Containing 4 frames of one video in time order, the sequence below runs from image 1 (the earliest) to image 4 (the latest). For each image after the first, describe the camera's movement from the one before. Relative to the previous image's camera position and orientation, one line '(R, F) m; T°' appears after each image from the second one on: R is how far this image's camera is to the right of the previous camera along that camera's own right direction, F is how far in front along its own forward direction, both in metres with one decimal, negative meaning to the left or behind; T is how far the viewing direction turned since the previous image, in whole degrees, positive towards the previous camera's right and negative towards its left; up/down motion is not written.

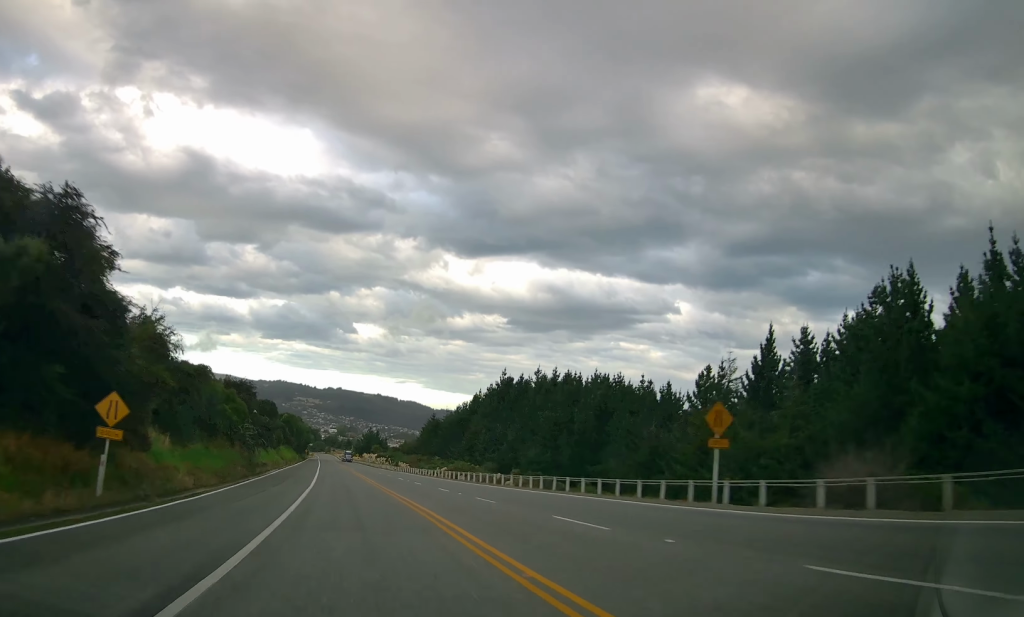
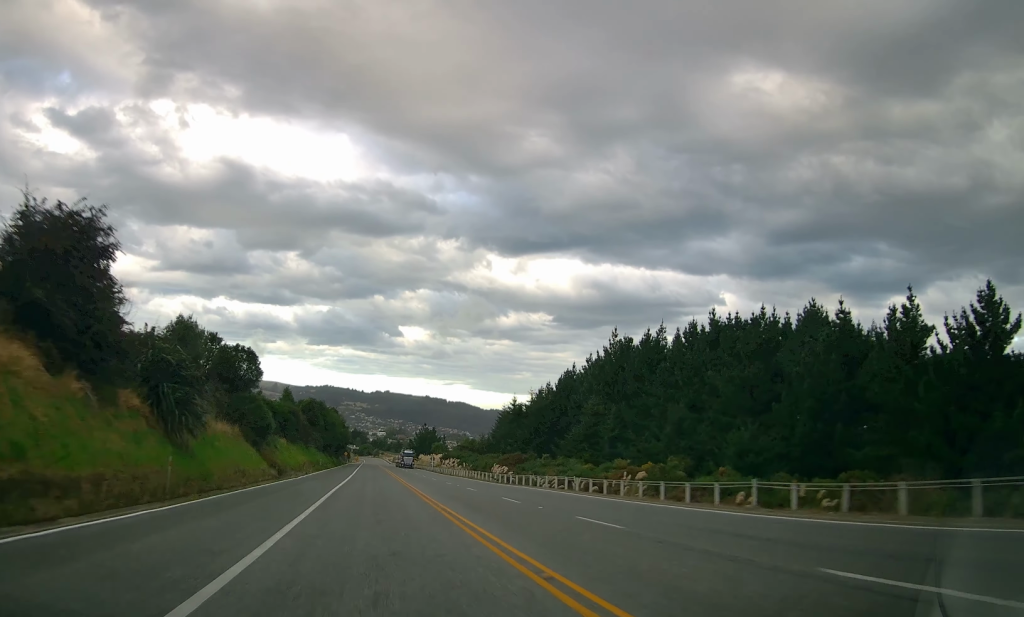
(-3.7, +49.7) m; -7°
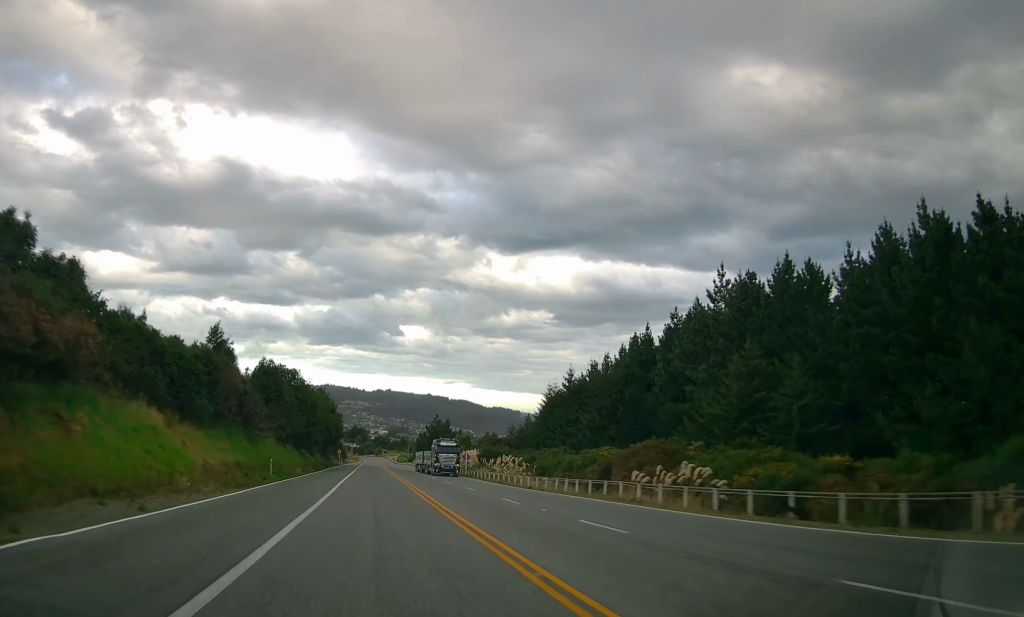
(-0.1, +40.8) m; +1°
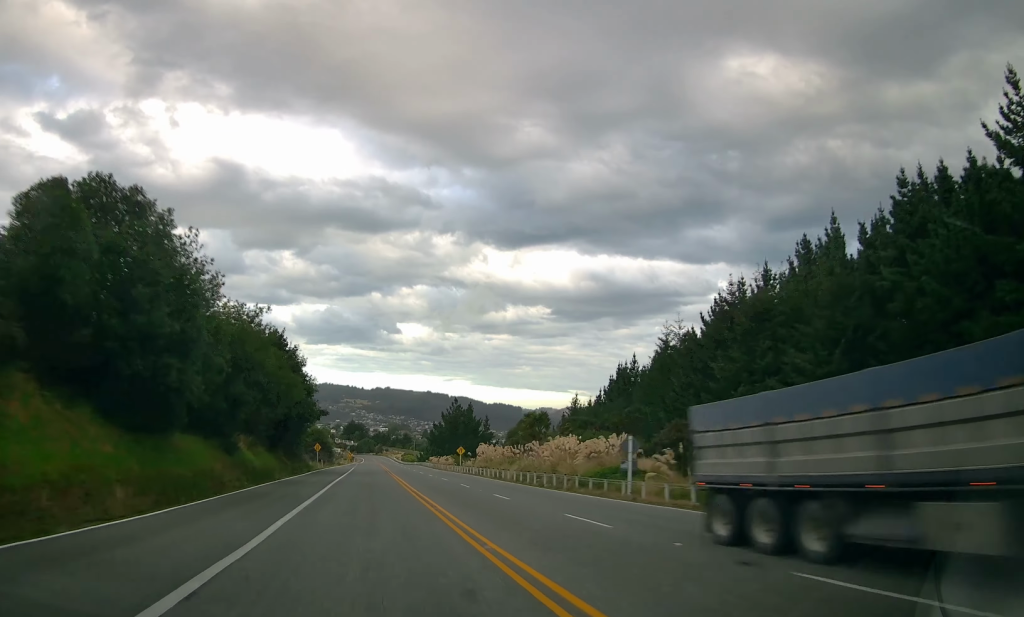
(-0.2, +50.1) m; 0°
